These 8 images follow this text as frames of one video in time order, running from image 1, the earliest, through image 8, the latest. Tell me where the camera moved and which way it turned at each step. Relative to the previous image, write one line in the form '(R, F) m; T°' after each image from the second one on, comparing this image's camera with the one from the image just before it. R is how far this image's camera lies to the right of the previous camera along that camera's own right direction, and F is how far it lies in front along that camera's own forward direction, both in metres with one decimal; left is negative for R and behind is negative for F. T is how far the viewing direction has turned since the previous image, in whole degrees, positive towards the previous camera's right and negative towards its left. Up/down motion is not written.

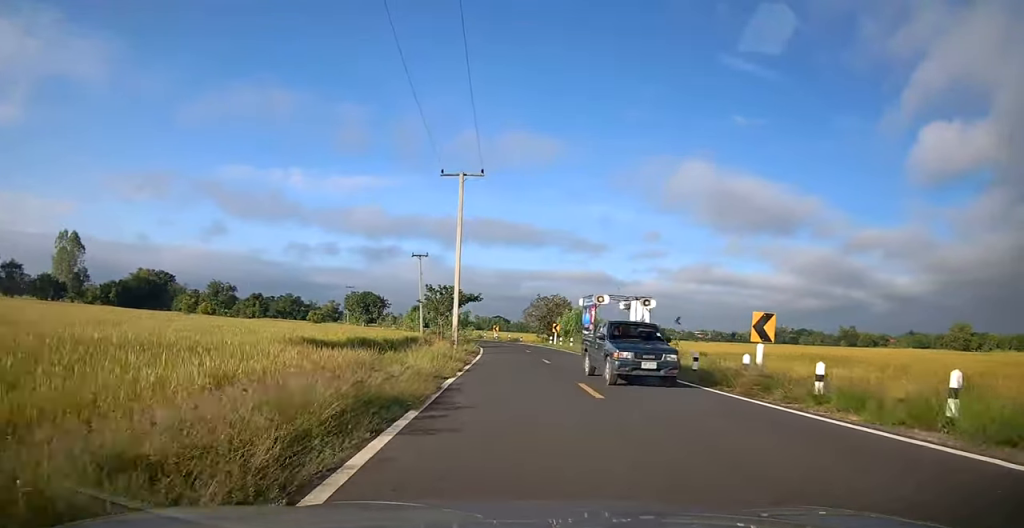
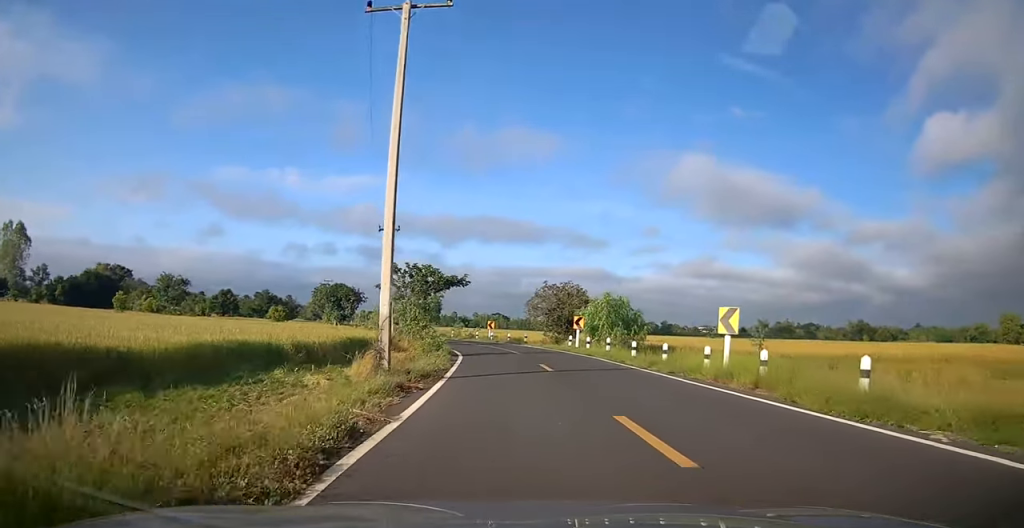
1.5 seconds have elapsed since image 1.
(+0.2, +17.7) m; +1°
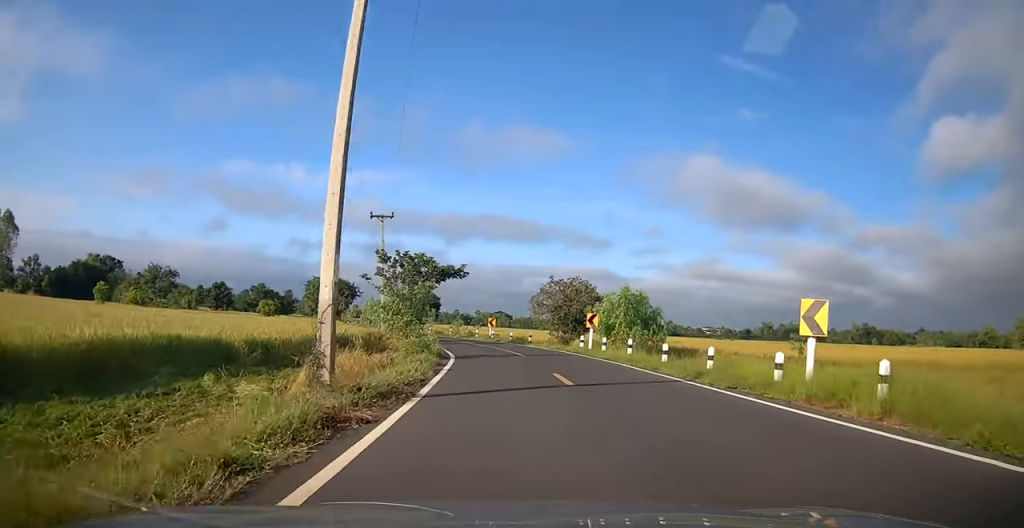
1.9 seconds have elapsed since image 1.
(+0.1, +4.8) m; 0°
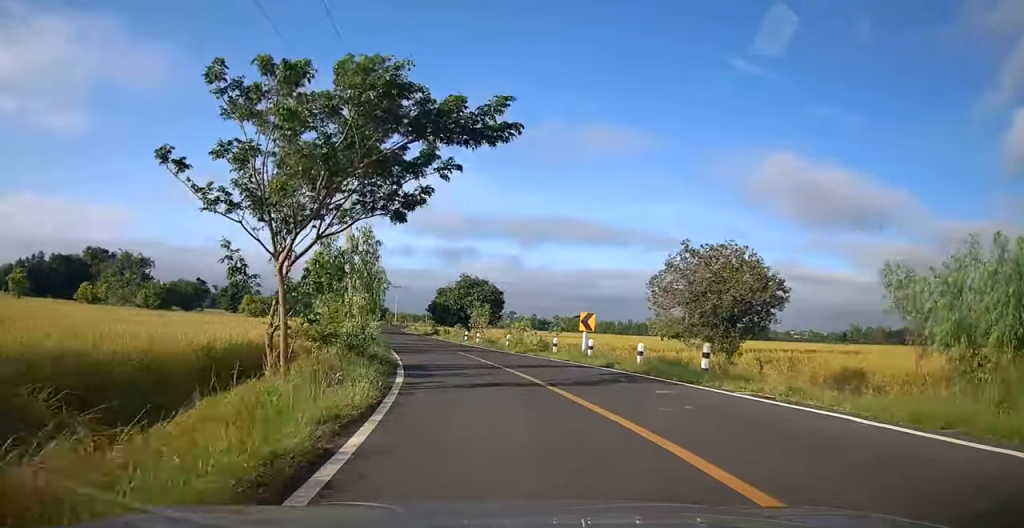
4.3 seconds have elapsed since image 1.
(-0.8, +26.8) m; -5°
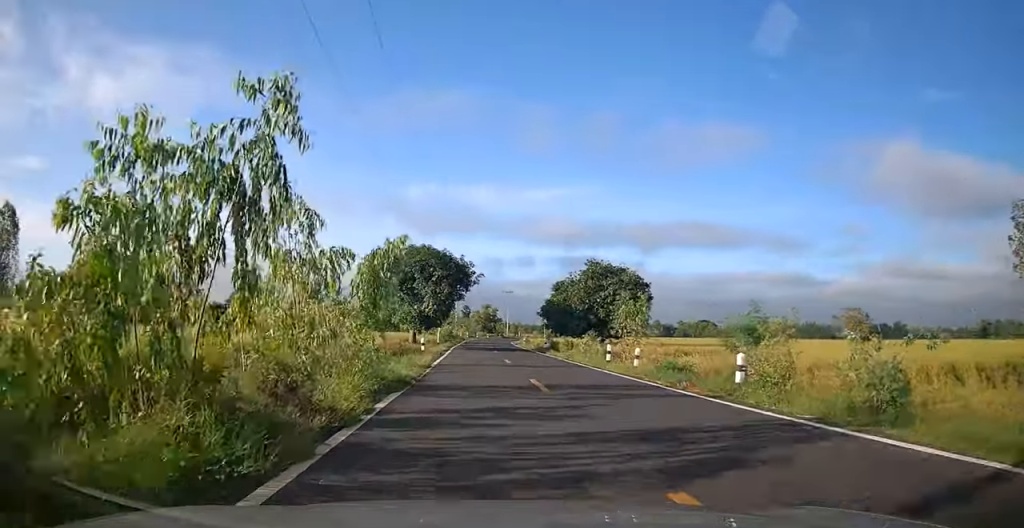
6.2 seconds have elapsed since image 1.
(-1.6, +21.2) m; -12°
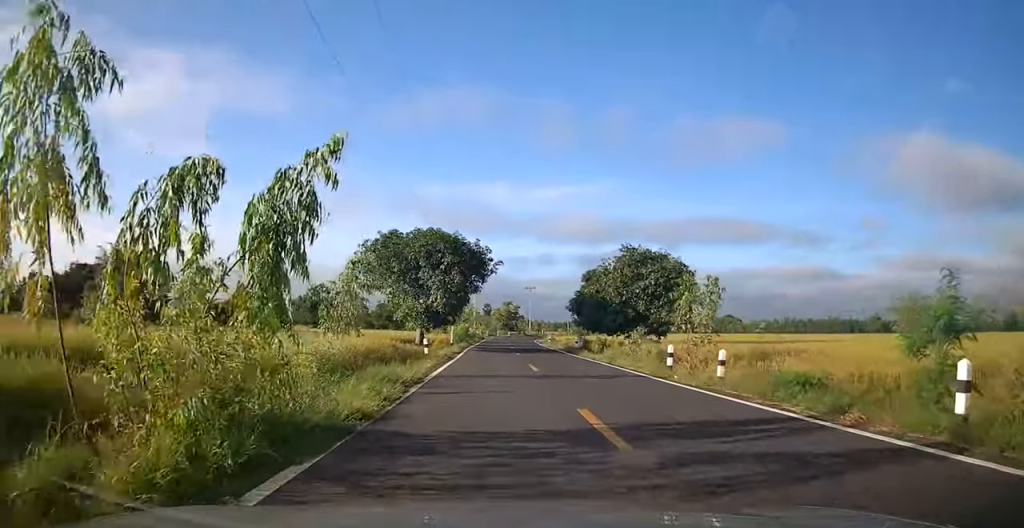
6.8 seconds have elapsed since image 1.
(-0.2, +6.2) m; -4°
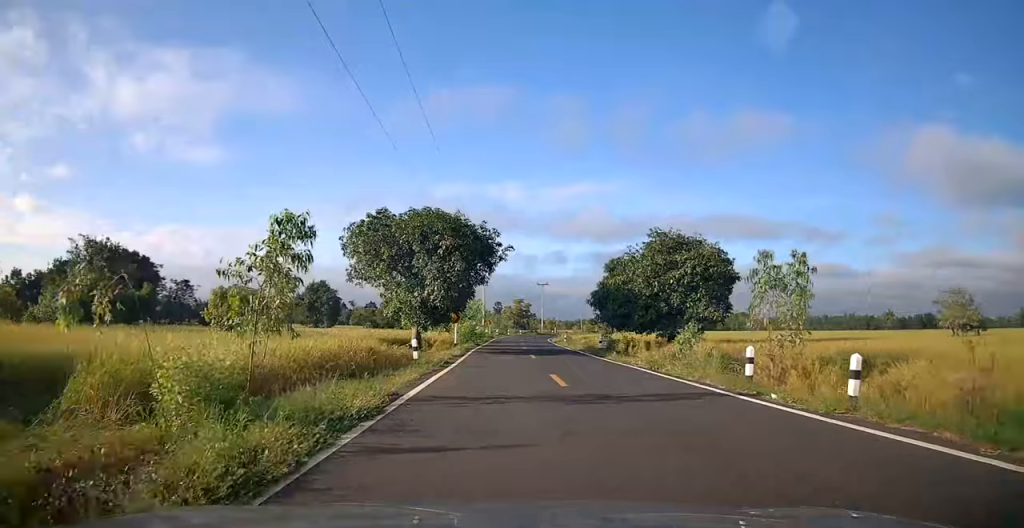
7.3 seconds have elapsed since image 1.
(-0.4, +5.3) m; -1°
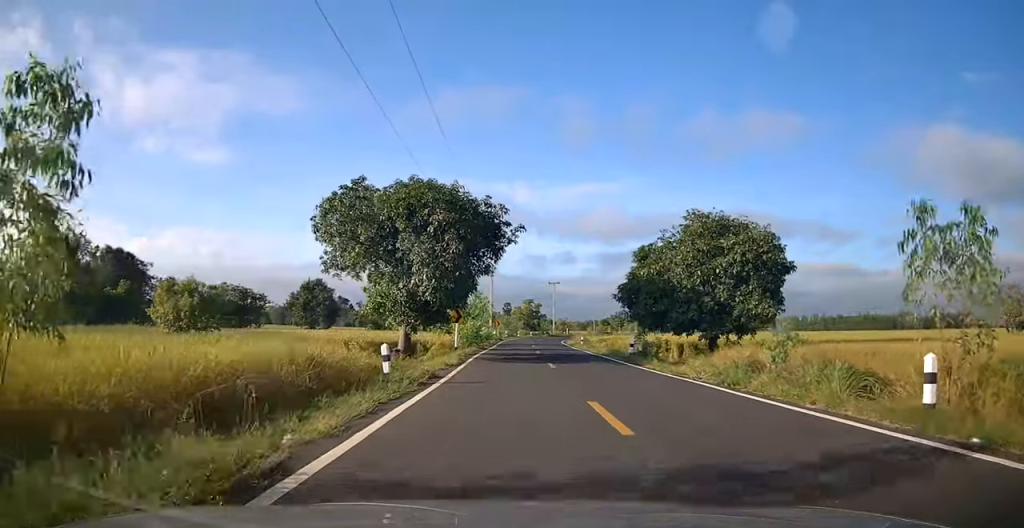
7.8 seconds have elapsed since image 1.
(-0.2, +5.7) m; -1°
